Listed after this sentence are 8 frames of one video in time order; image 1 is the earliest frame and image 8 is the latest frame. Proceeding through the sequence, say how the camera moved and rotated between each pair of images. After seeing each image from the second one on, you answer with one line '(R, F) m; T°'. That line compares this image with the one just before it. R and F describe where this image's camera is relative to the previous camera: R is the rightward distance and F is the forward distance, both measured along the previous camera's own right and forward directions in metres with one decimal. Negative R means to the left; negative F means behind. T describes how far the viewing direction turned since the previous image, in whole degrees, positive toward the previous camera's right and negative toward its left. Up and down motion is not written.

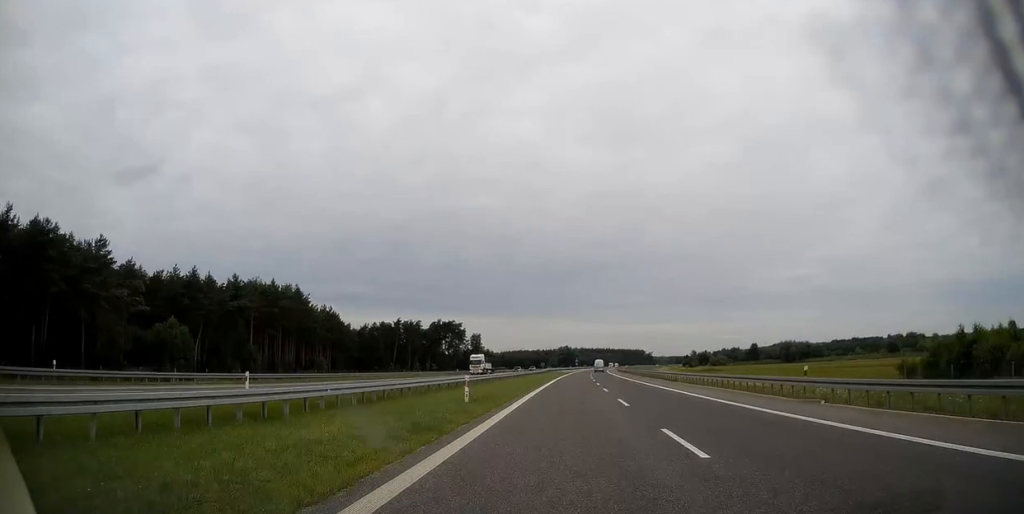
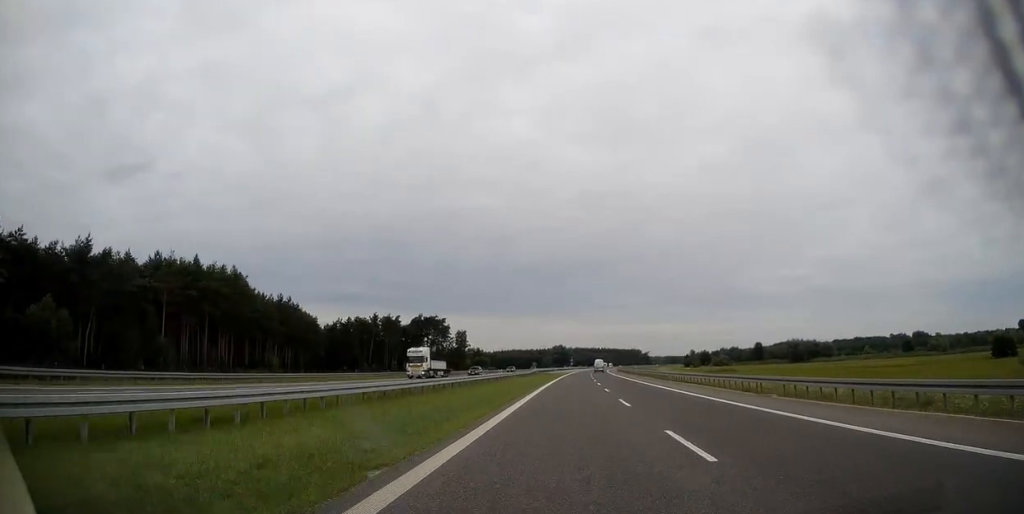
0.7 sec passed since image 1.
(+0.1, +24.3) m; +1°
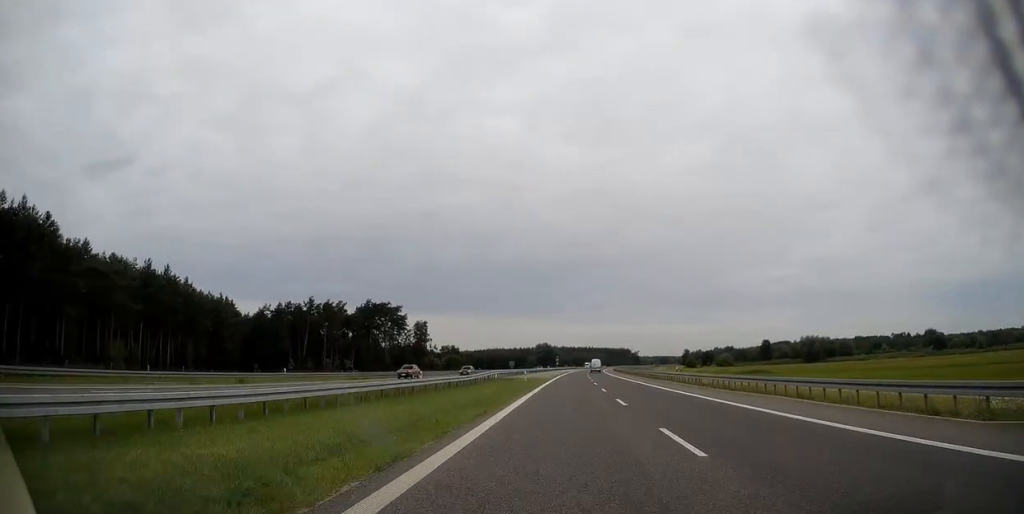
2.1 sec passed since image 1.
(+0.5, +47.6) m; +1°
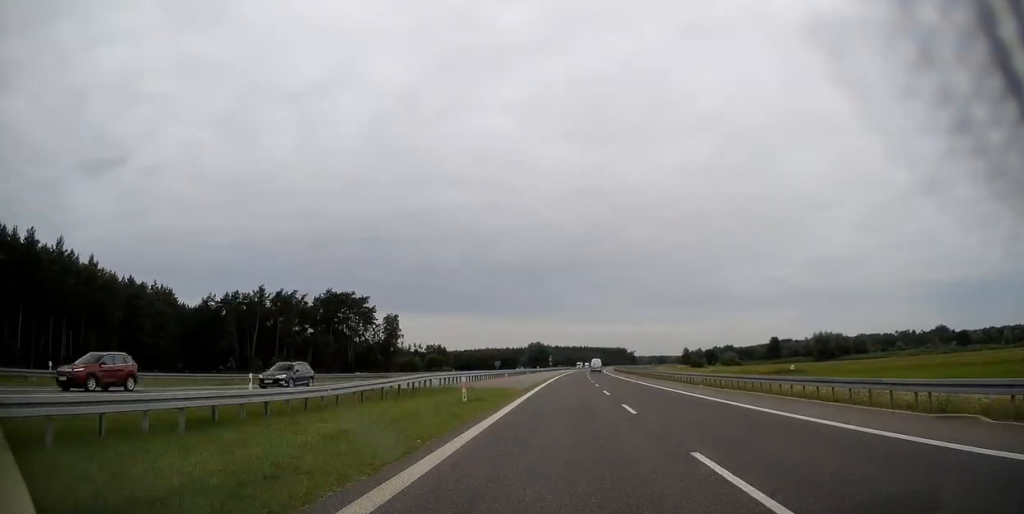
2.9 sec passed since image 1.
(+0.2, +27.8) m; +1°
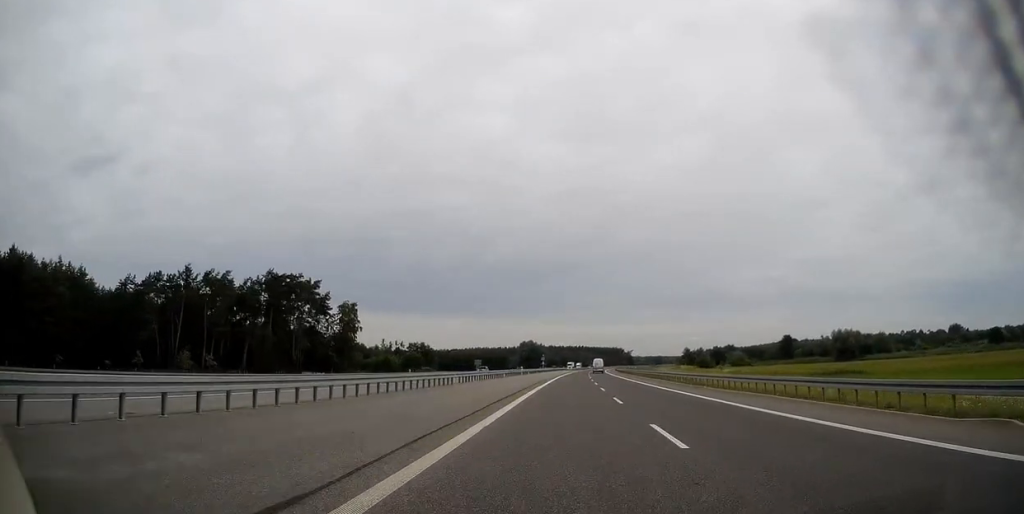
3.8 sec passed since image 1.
(+0.1, +31.3) m; +1°
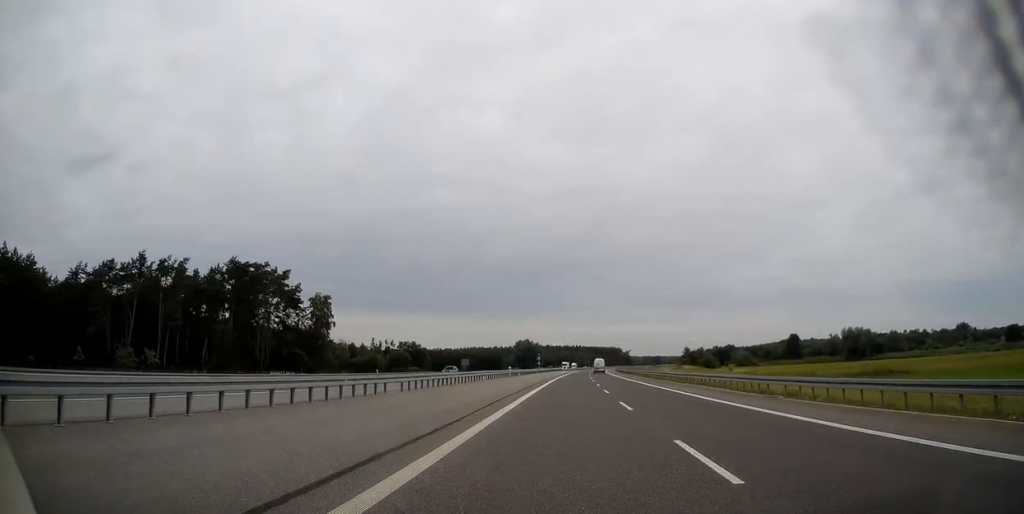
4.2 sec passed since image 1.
(+0.2, +15.1) m; 0°
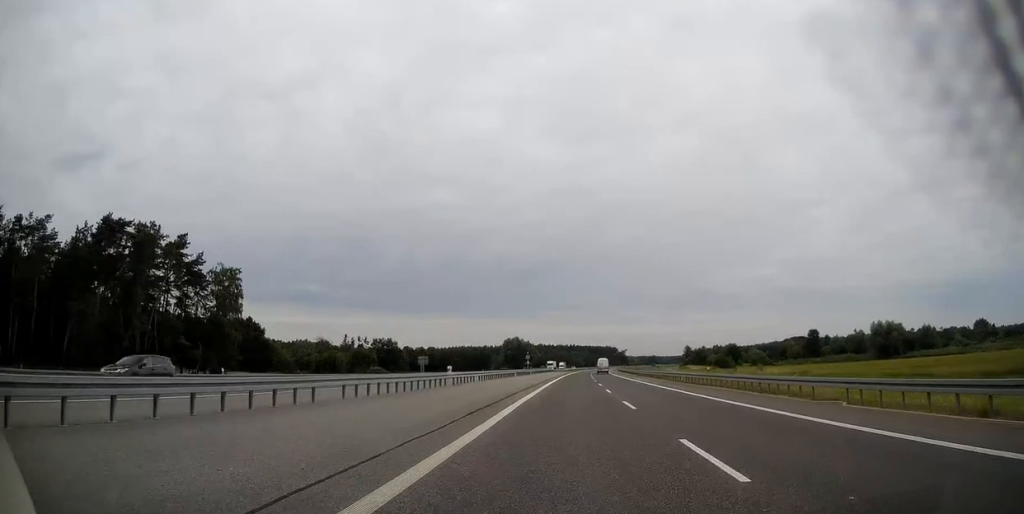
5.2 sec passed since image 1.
(+0.2, +35.8) m; +1°
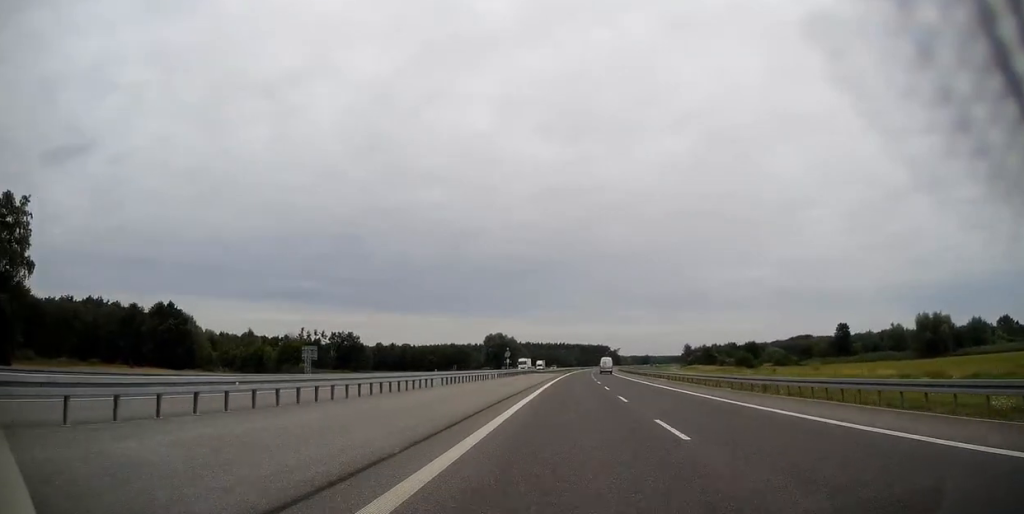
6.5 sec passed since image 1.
(+0.3, +43.9) m; +1°
